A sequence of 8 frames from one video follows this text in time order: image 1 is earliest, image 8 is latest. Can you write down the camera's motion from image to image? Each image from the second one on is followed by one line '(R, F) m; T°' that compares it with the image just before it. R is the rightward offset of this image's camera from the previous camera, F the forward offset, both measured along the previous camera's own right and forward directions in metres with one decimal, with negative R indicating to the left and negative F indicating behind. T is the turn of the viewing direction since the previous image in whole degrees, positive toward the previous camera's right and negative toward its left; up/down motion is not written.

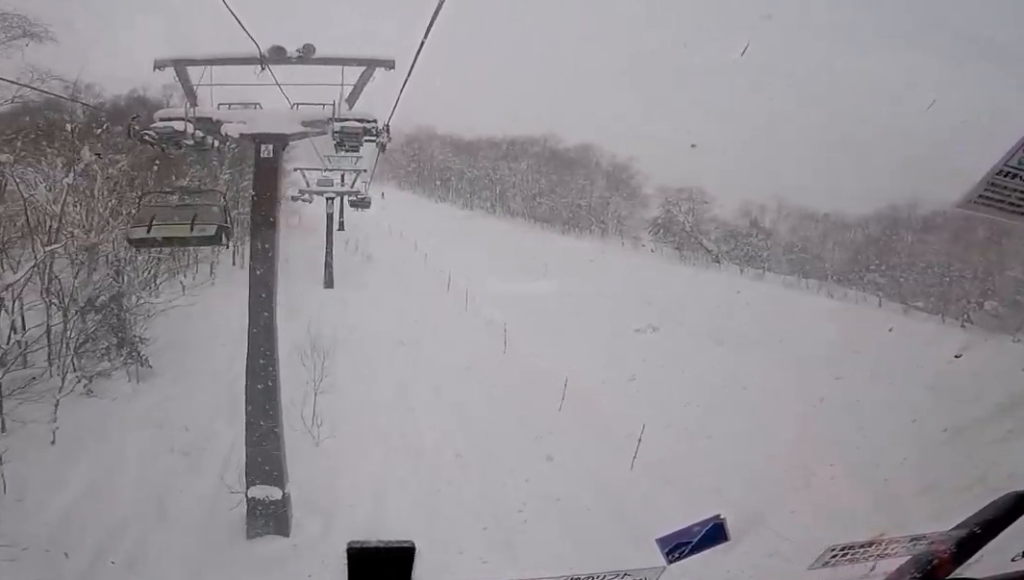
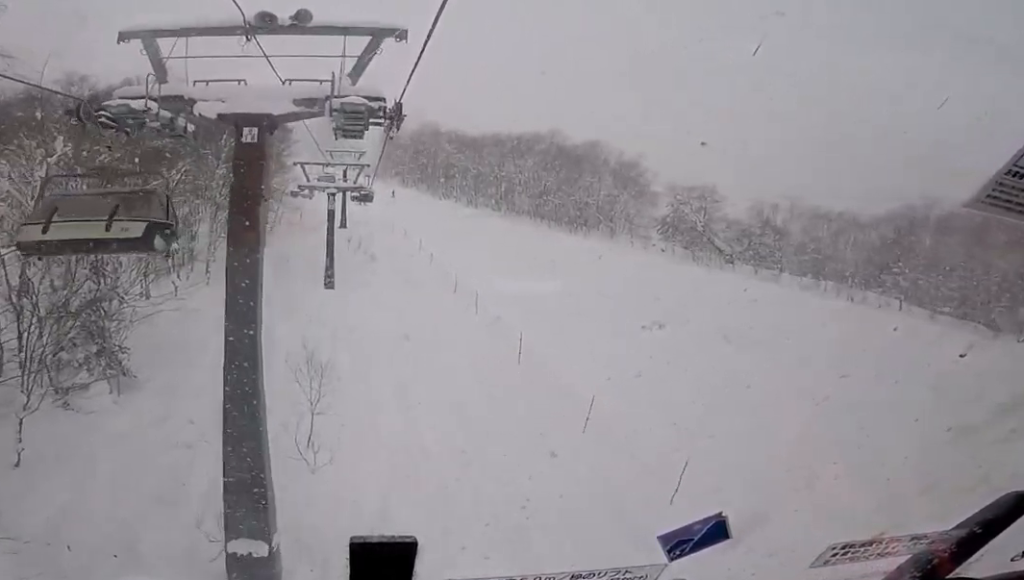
(-0.1, +1.9) m; +4°
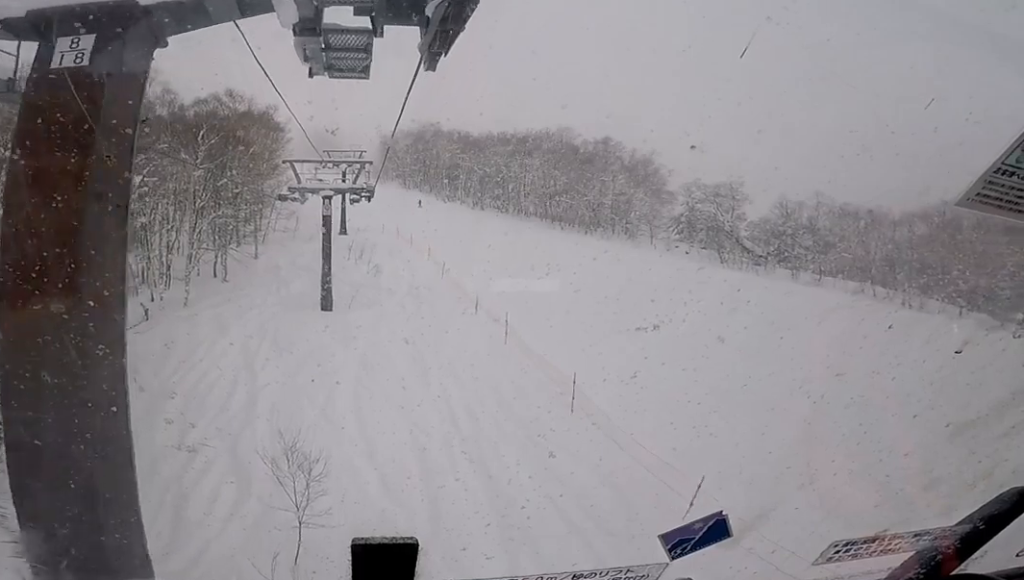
(+0.6, +5.1) m; +3°
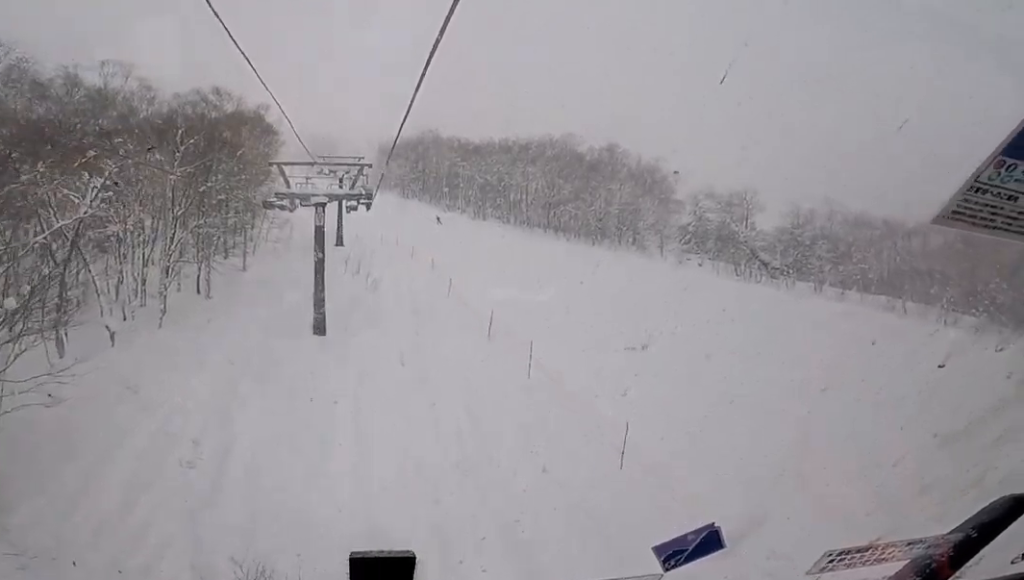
(-0.3, +3.5) m; -5°
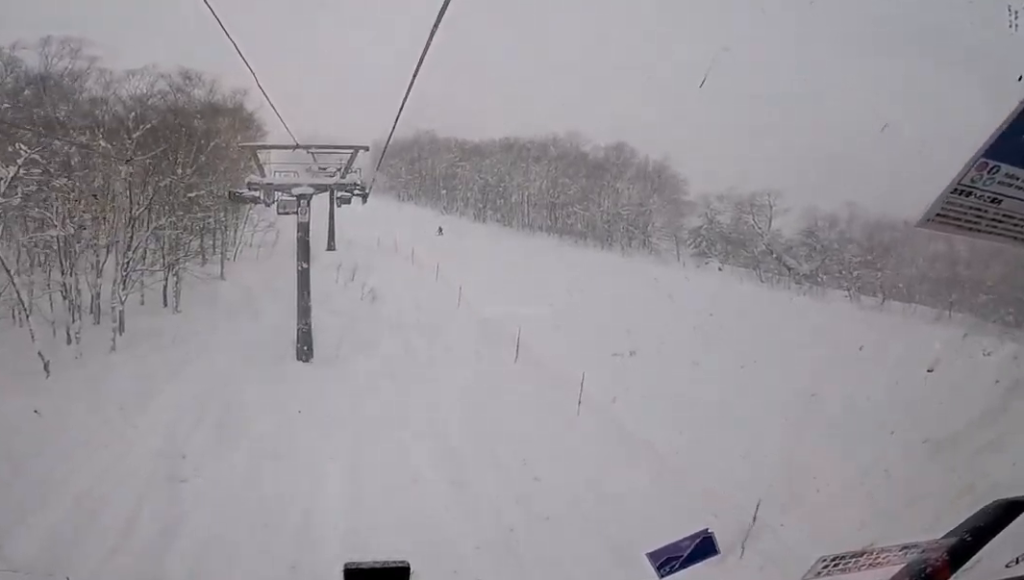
(-0.3, +4.7) m; +3°
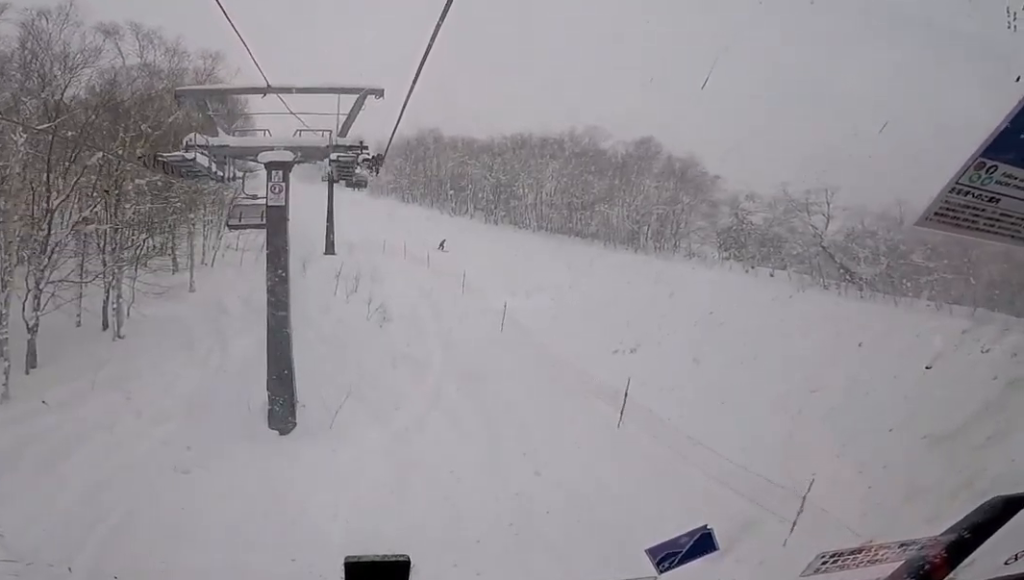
(+0.5, +7.5) m; +3°
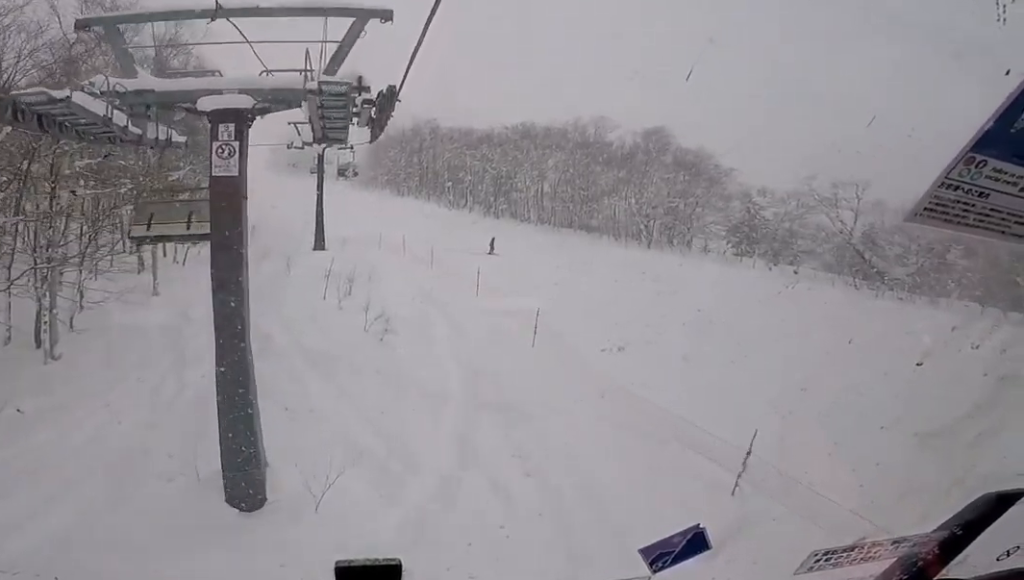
(-0.1, +4.3) m; 0°
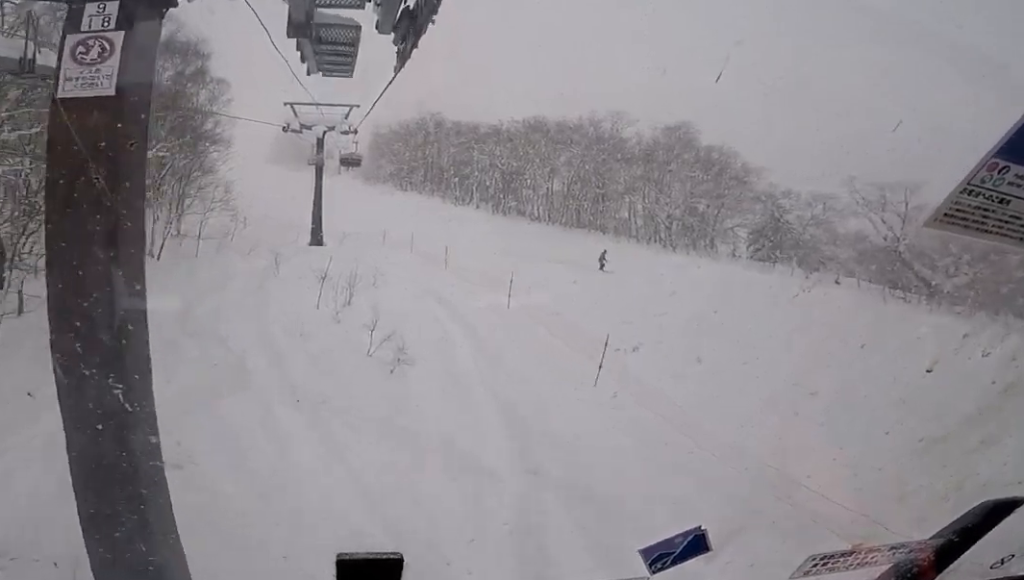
(+0.2, +4.3) m; -3°
